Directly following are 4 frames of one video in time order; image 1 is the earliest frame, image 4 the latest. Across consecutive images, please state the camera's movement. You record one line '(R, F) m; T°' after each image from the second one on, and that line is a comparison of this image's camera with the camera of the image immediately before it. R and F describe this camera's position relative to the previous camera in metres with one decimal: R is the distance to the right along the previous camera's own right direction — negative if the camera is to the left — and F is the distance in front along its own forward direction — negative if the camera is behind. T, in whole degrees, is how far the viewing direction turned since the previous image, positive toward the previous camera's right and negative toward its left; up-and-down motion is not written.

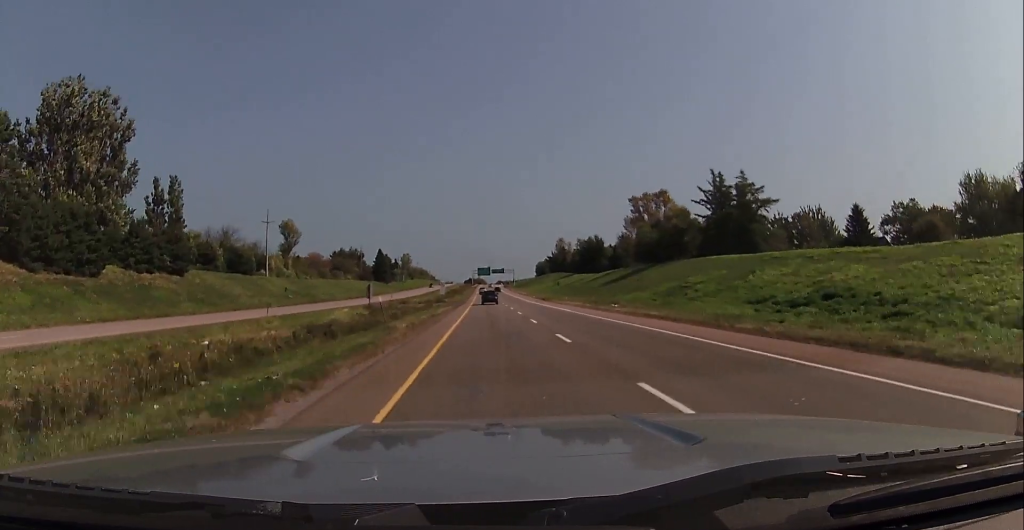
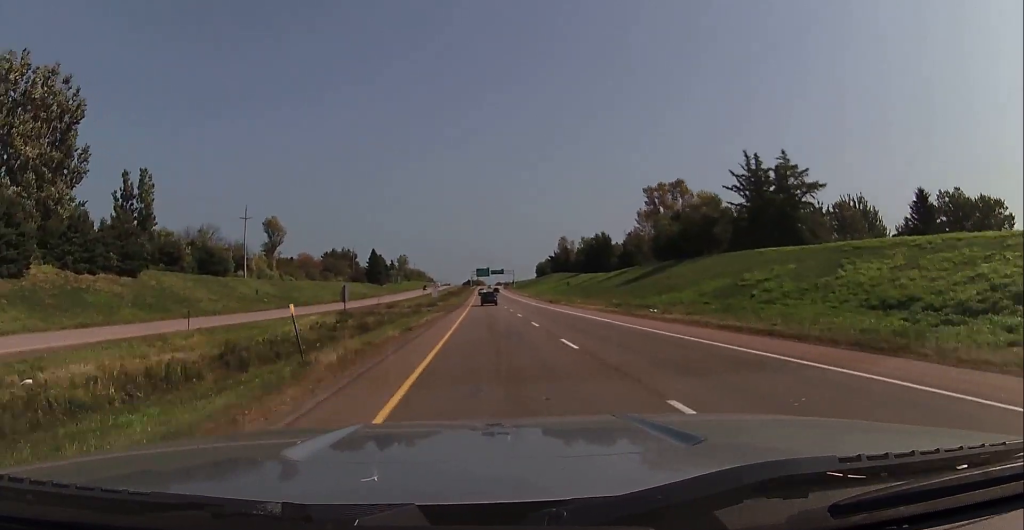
(0.0, +13.7) m; 0°
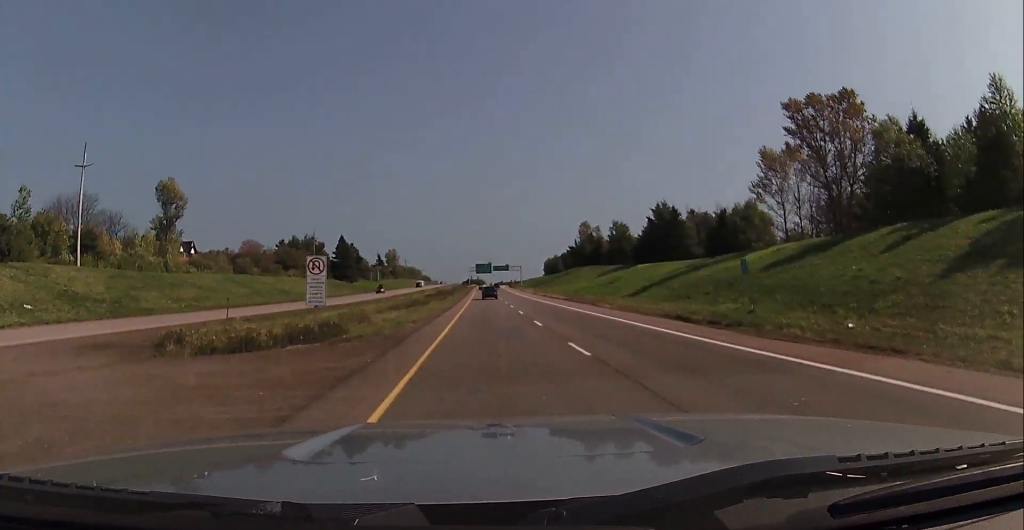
(0.0, +61.0) m; 0°
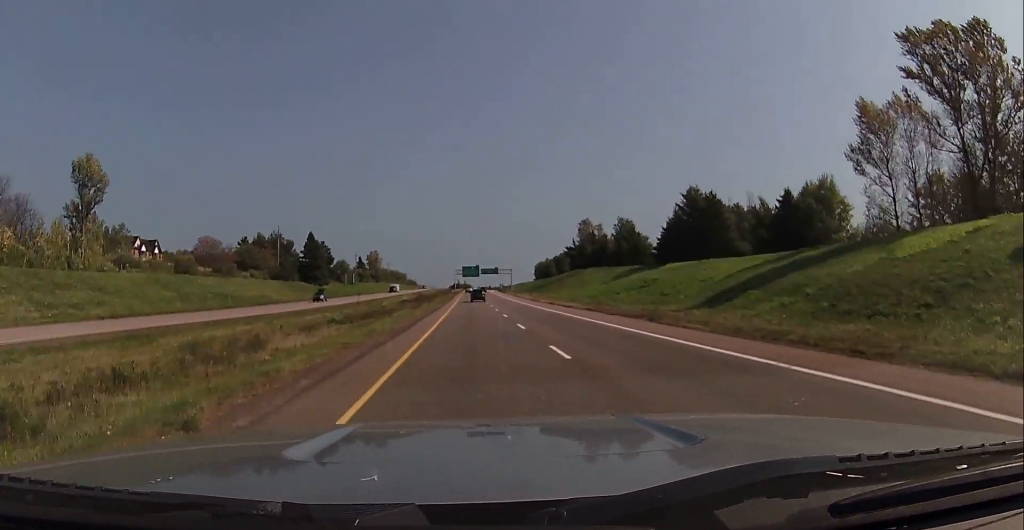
(-0.1, +24.2) m; +2°
